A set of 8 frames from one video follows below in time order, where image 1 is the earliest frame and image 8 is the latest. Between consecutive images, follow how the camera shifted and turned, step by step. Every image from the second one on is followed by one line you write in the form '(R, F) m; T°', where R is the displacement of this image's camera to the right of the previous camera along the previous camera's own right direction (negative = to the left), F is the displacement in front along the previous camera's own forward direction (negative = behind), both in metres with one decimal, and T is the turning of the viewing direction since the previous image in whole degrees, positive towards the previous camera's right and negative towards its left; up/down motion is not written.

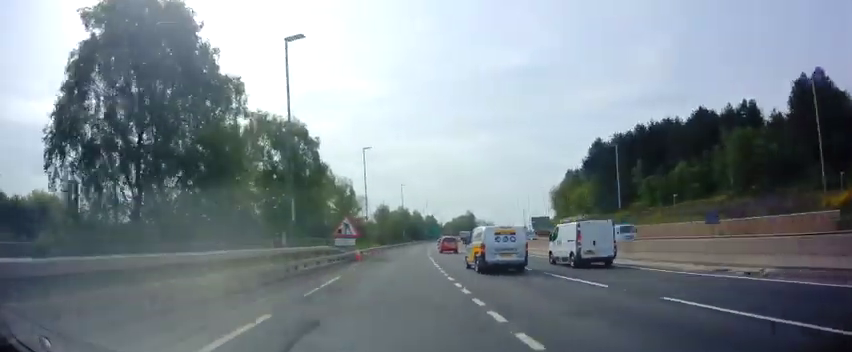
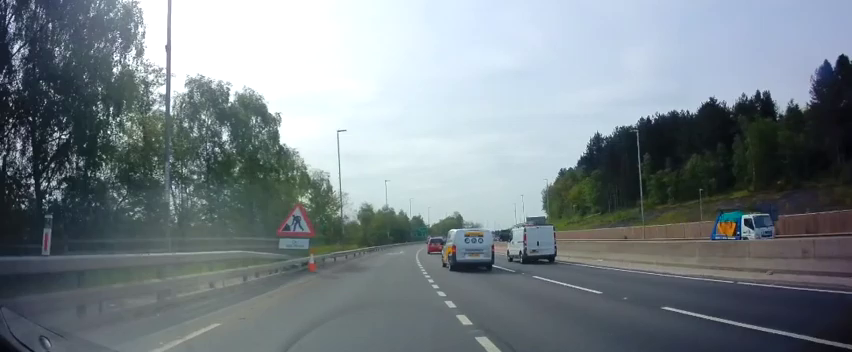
(-0.2, +9.7) m; +2°
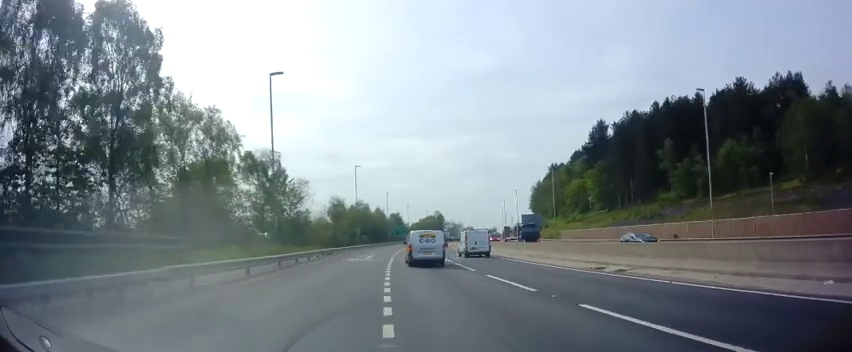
(+0.8, +16.3) m; +3°
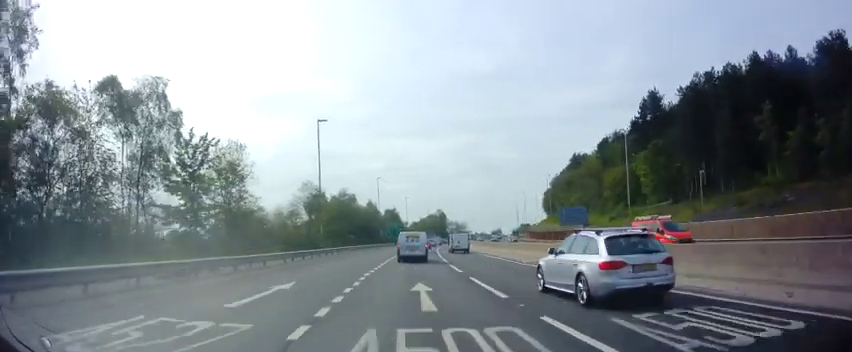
(-0.1, +27.4) m; 0°
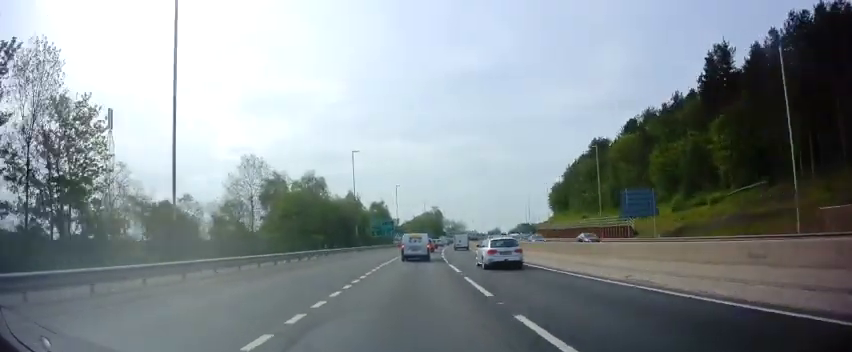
(+0.4, +26.0) m; +1°
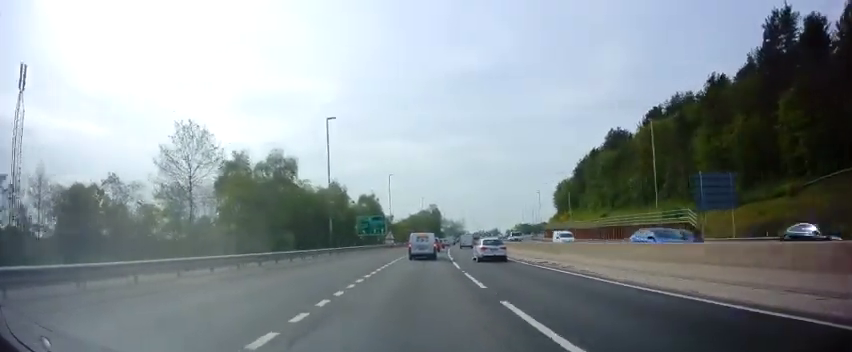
(0.0, +15.6) m; -1°
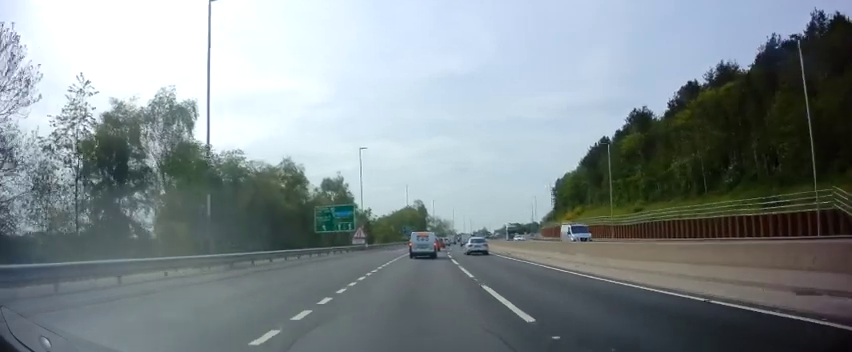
(+0.1, +23.1) m; +2°
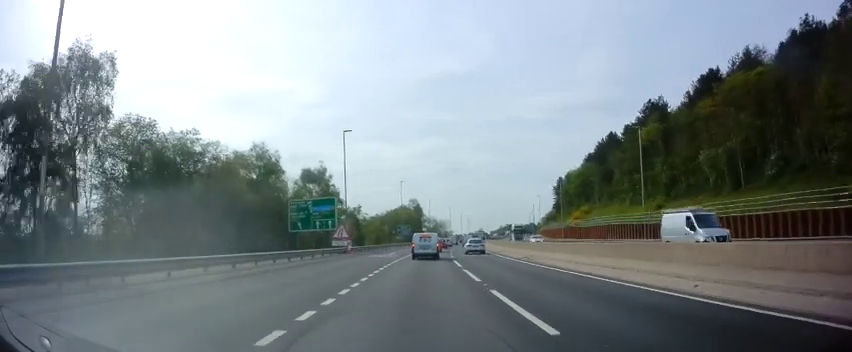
(+0.2, +9.9) m; +1°
